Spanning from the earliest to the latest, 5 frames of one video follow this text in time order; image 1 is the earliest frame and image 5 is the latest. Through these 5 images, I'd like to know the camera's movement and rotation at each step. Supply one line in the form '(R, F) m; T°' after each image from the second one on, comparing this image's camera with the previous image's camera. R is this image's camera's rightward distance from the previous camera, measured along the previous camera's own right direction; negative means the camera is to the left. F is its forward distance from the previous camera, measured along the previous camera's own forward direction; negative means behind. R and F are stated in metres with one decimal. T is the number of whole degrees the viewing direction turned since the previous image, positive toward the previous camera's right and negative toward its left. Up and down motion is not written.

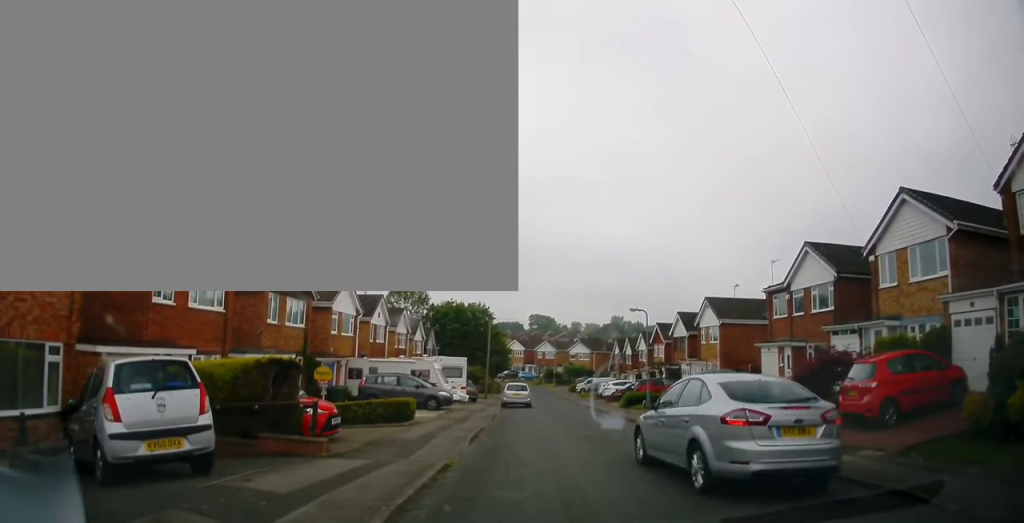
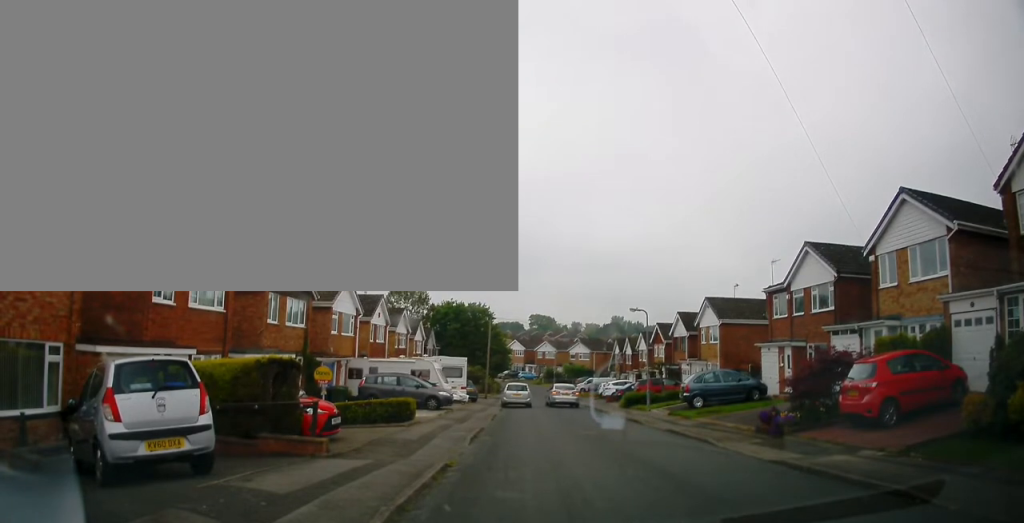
(0.0, 0.0) m; 0°
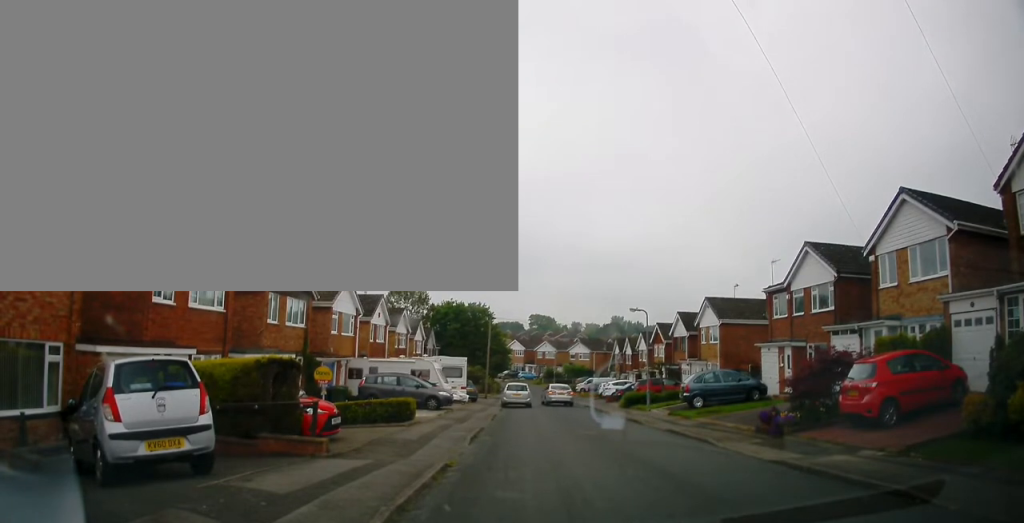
(0.0, 0.0) m; 0°
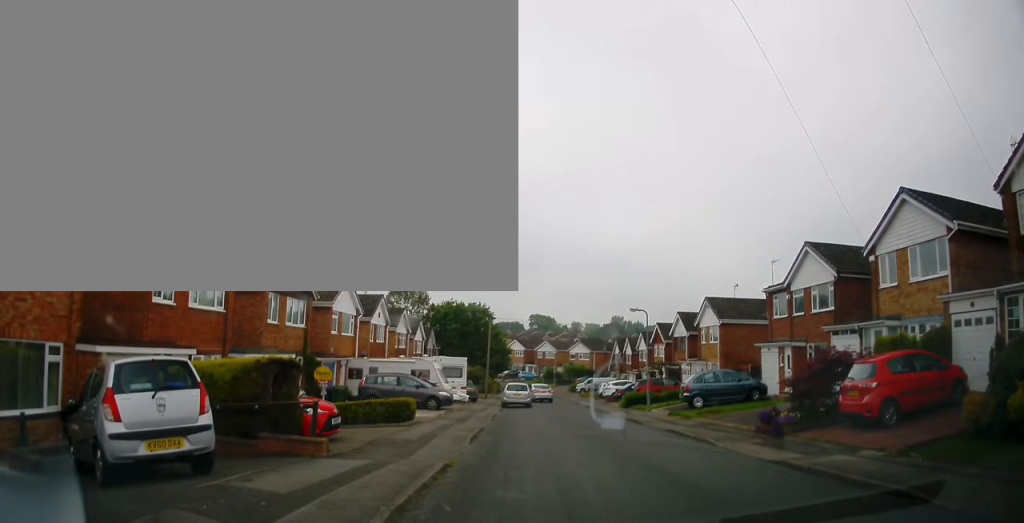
(0.0, 0.0) m; 0°
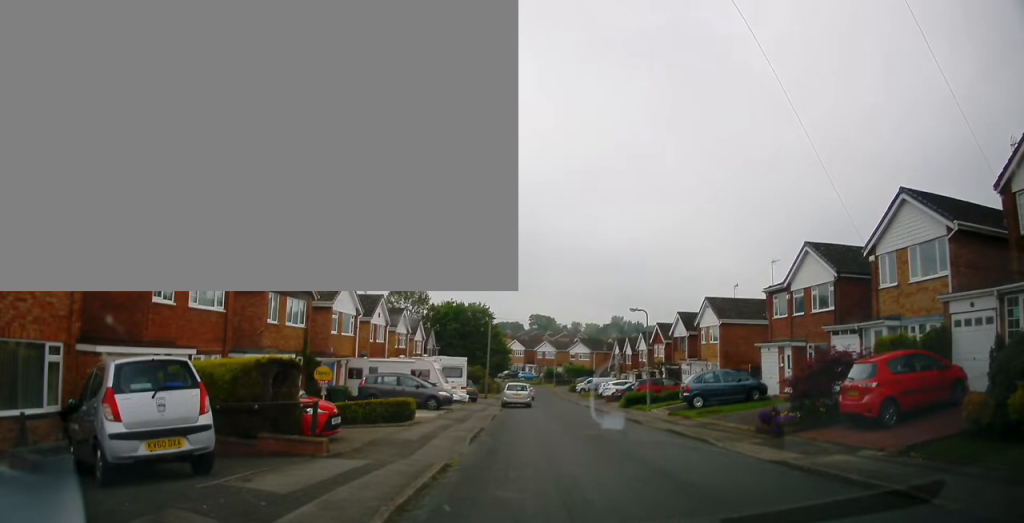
(0.0, 0.0) m; 0°
